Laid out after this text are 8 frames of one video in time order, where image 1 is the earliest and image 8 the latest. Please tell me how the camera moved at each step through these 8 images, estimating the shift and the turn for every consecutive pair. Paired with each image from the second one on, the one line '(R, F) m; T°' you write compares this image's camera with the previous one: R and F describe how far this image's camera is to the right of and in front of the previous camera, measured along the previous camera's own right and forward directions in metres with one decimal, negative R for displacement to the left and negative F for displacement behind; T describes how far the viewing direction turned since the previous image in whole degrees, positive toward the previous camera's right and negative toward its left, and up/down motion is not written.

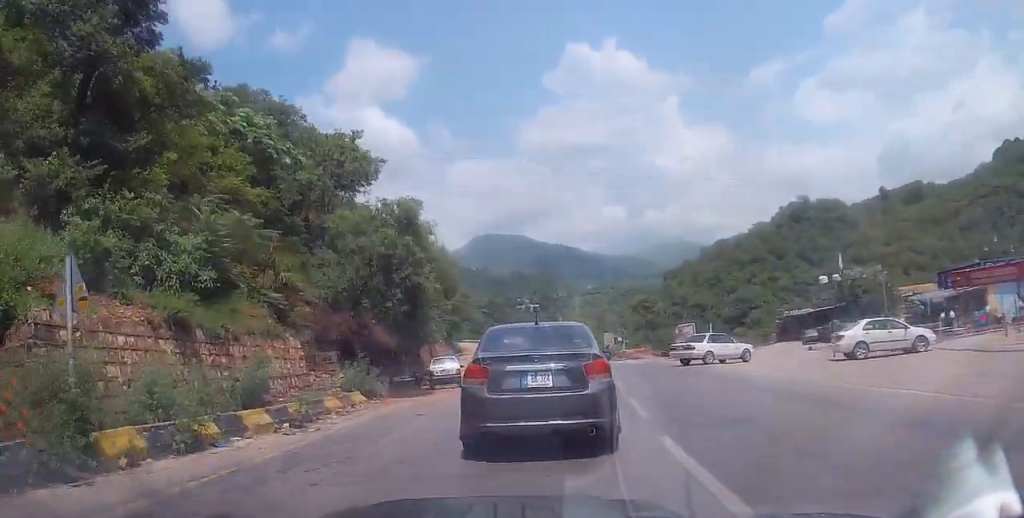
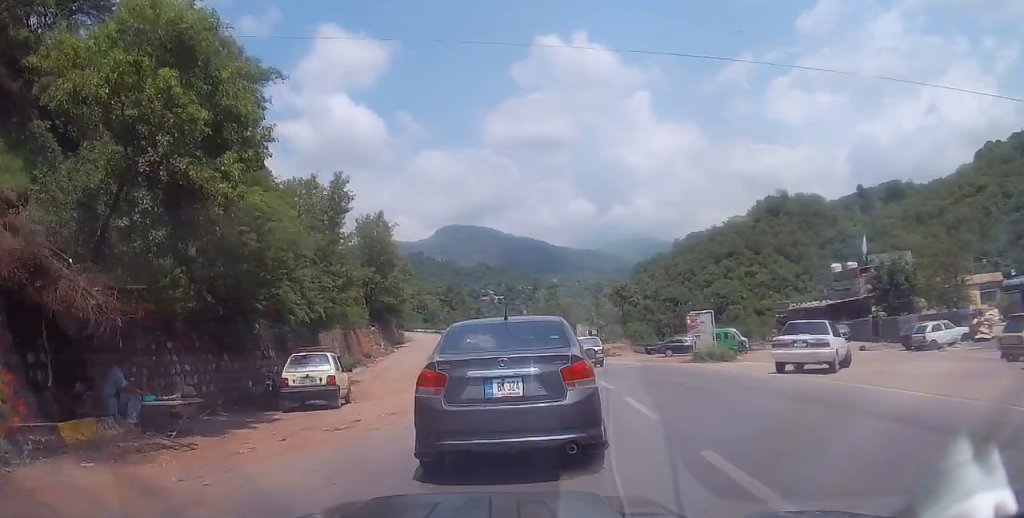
(+0.9, +14.0) m; +3°
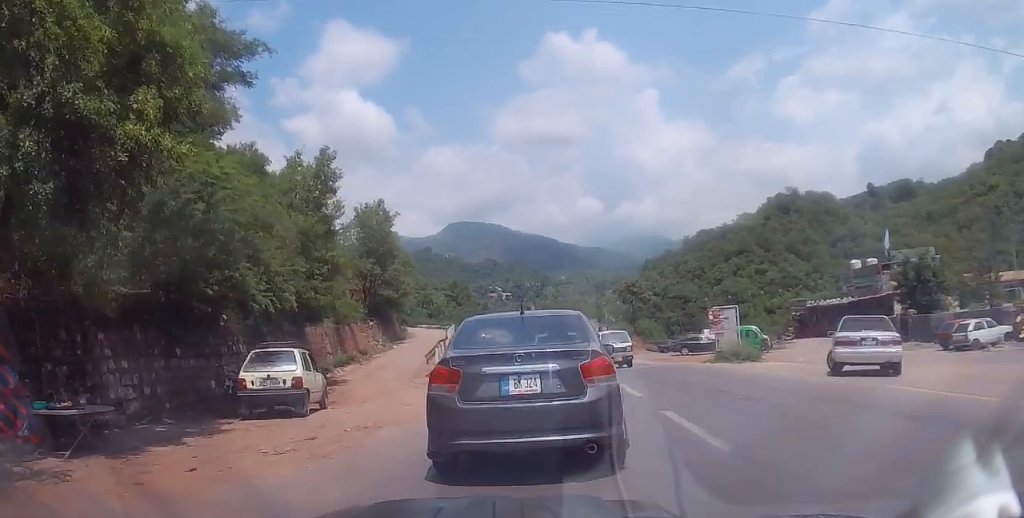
(-0.3, +2.9) m; 0°
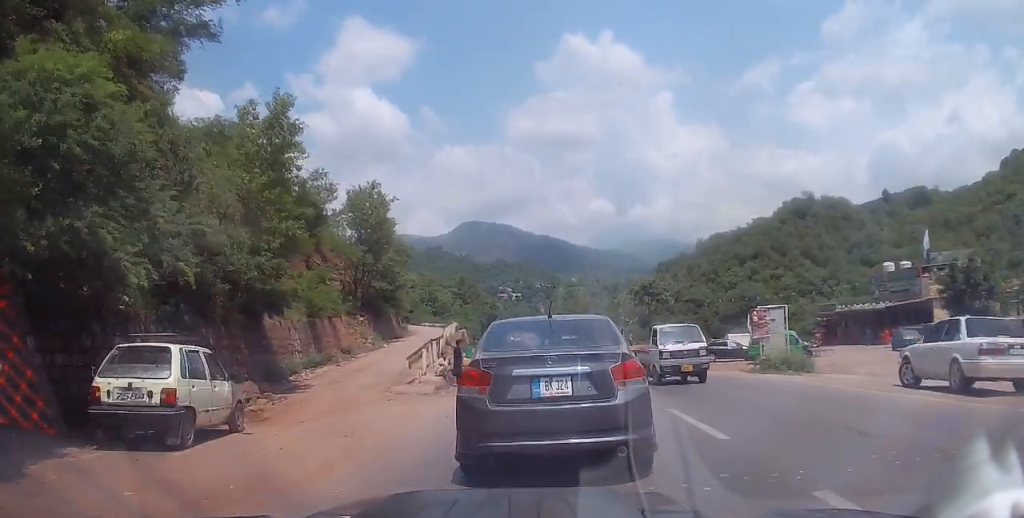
(+0.8, +5.3) m; +5°
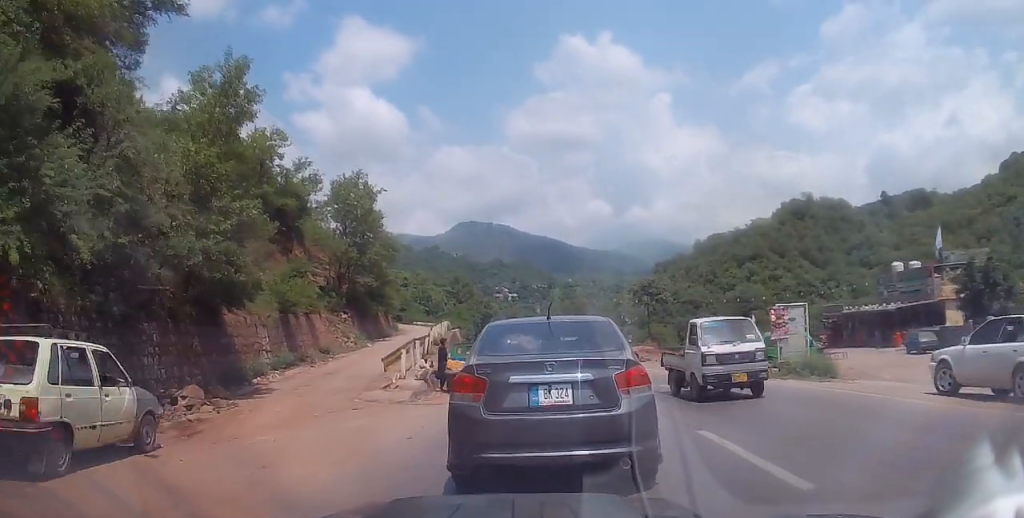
(-0.2, +2.4) m; -2°
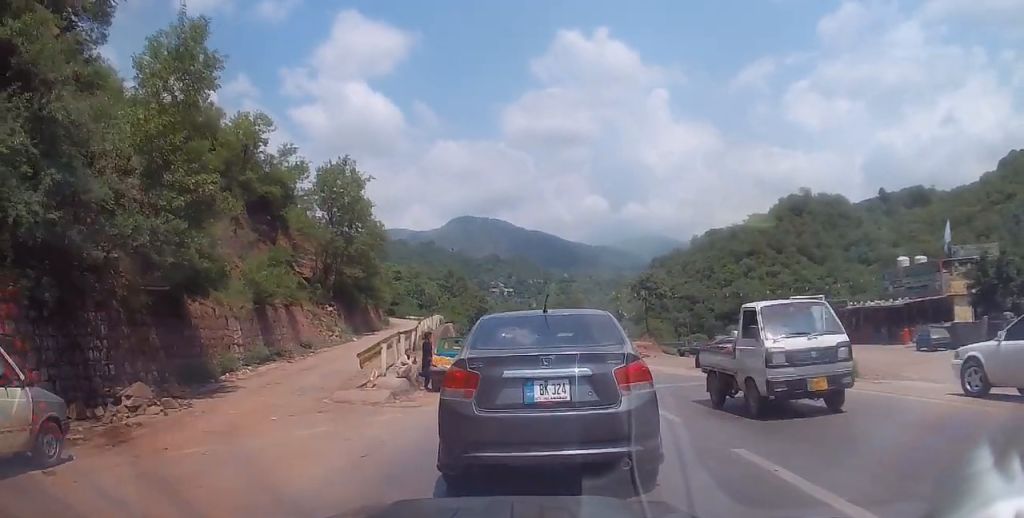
(-0.1, +1.9) m; -2°
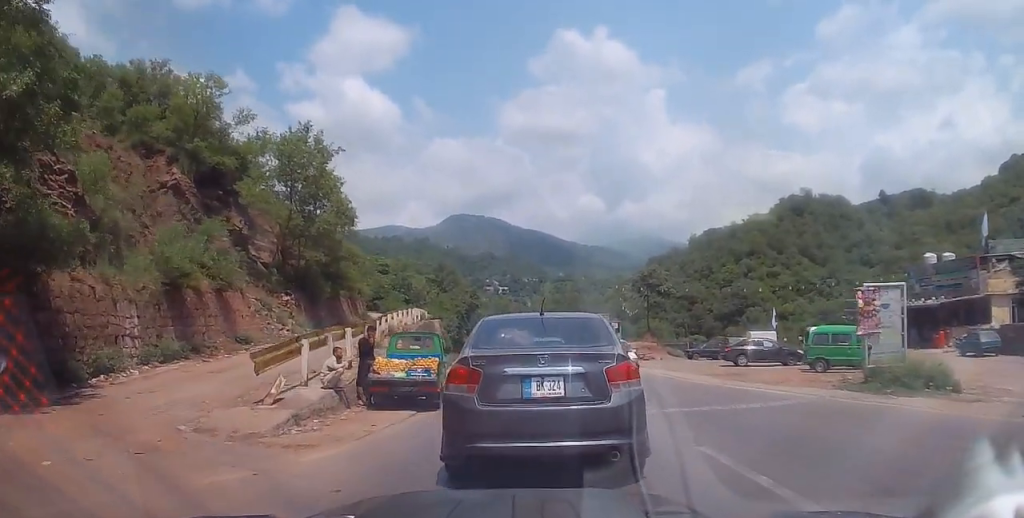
(+0.1, +6.0) m; +3°
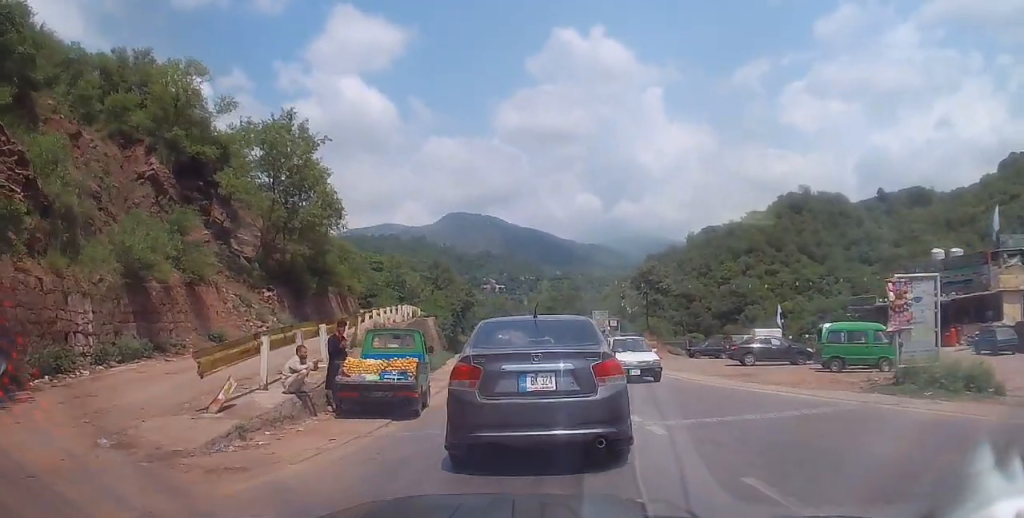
(0.0, +1.8) m; +1°
